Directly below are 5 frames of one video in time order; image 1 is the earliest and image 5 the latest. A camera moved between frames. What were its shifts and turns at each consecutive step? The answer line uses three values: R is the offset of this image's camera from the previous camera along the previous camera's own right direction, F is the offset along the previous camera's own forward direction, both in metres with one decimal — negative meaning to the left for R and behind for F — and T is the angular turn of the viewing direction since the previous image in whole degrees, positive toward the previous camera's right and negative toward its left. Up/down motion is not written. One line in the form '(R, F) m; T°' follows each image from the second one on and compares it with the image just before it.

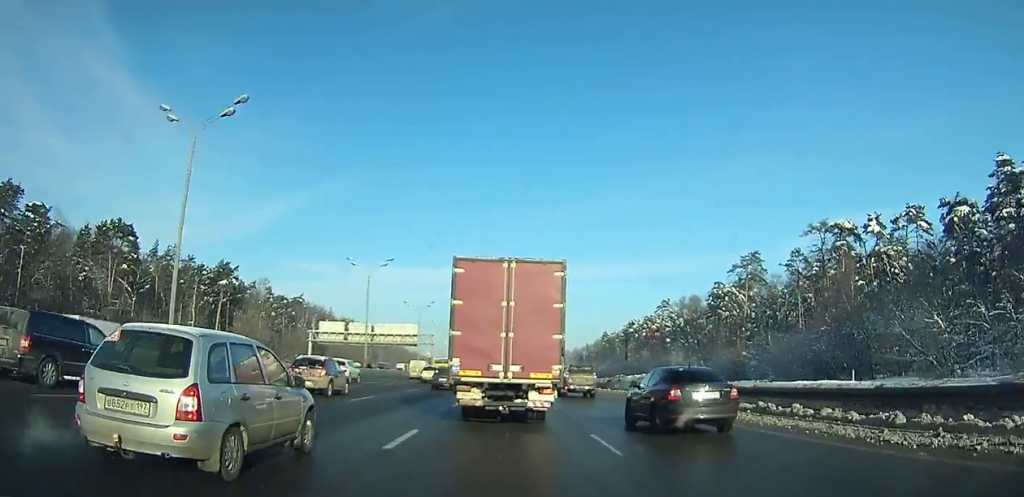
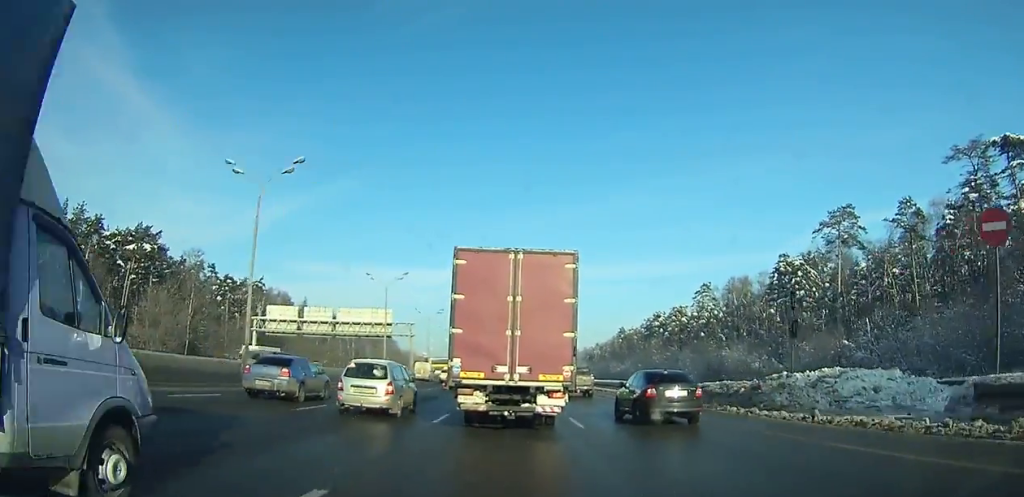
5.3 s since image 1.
(0.0, +26.6) m; 0°
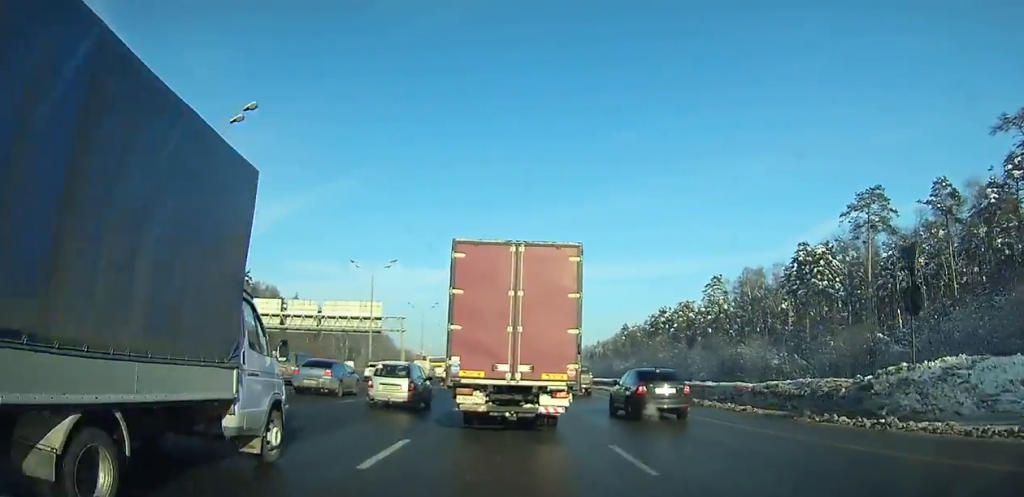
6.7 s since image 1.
(0.0, +7.5) m; 0°
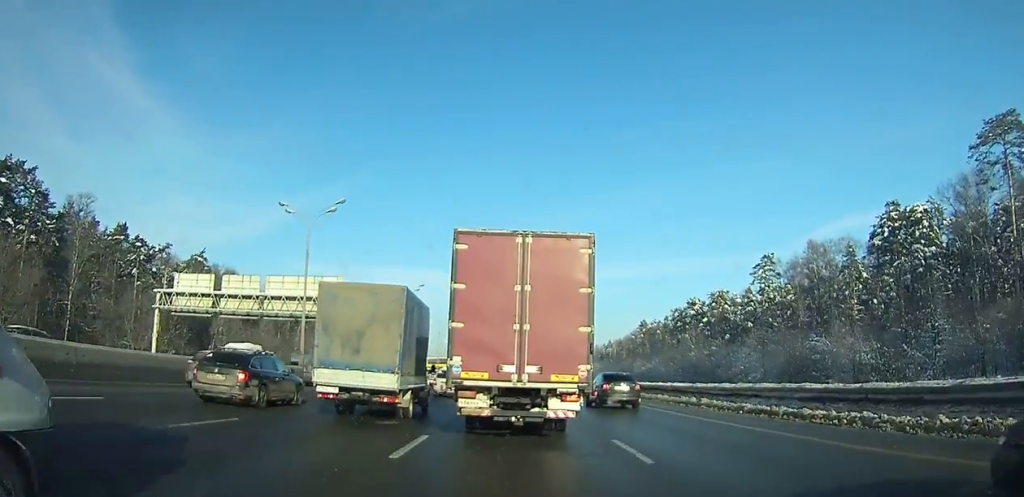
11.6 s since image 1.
(0.0, +26.9) m; 0°
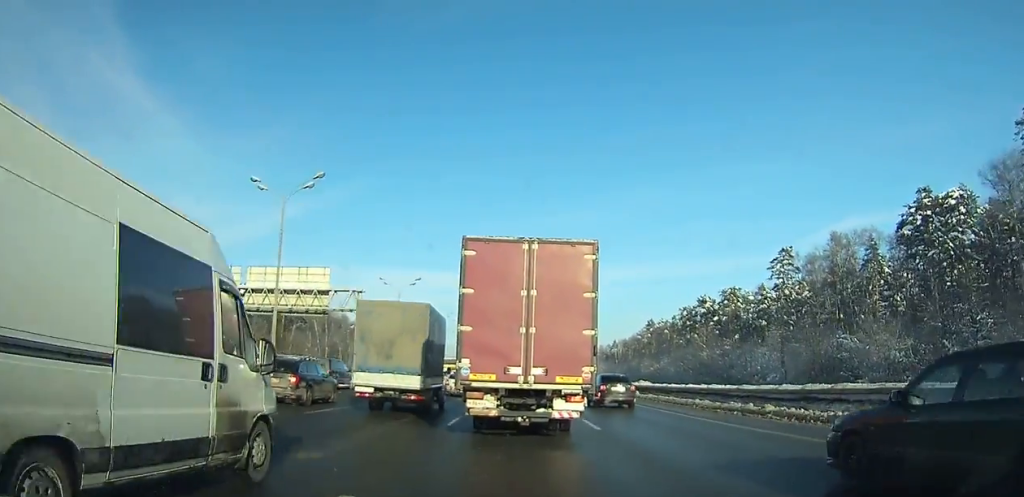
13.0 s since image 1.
(0.0, +7.8) m; 0°
